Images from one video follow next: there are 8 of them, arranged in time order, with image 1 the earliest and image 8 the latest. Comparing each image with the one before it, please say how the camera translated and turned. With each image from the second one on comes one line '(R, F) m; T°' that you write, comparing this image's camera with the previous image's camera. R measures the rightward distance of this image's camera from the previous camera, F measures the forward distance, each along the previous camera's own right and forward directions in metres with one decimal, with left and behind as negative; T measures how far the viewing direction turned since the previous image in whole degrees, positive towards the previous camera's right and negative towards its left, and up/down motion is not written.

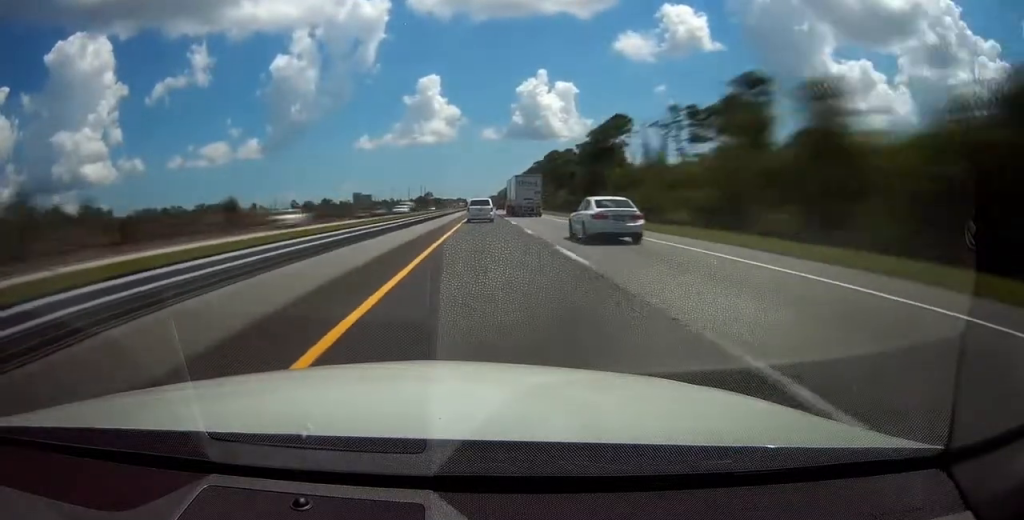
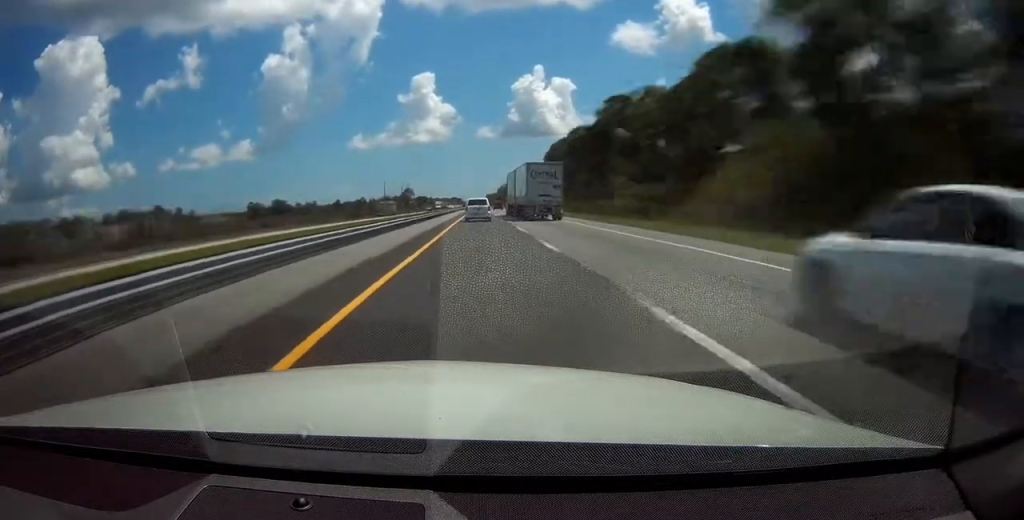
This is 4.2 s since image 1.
(-0.1, +147.7) m; 0°
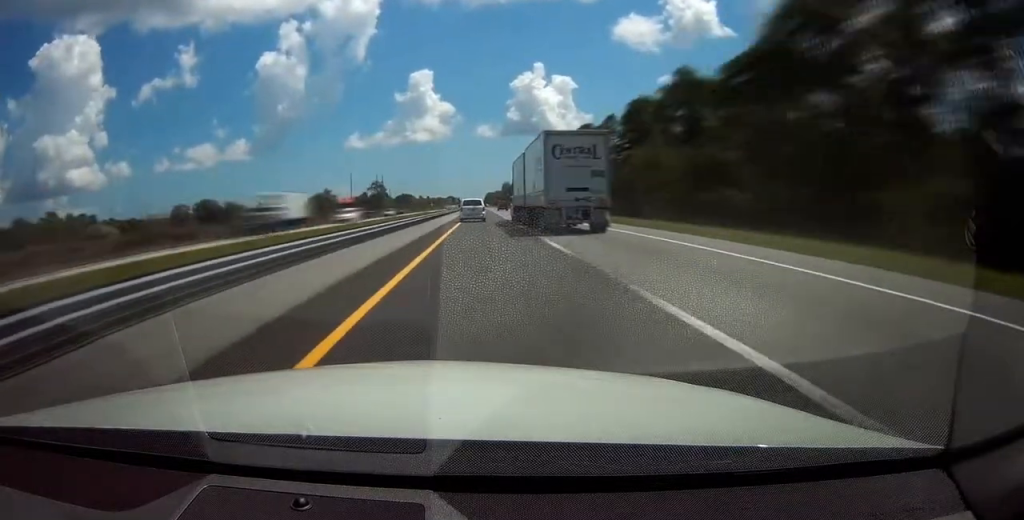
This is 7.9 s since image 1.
(-0.1, +128.6) m; 0°
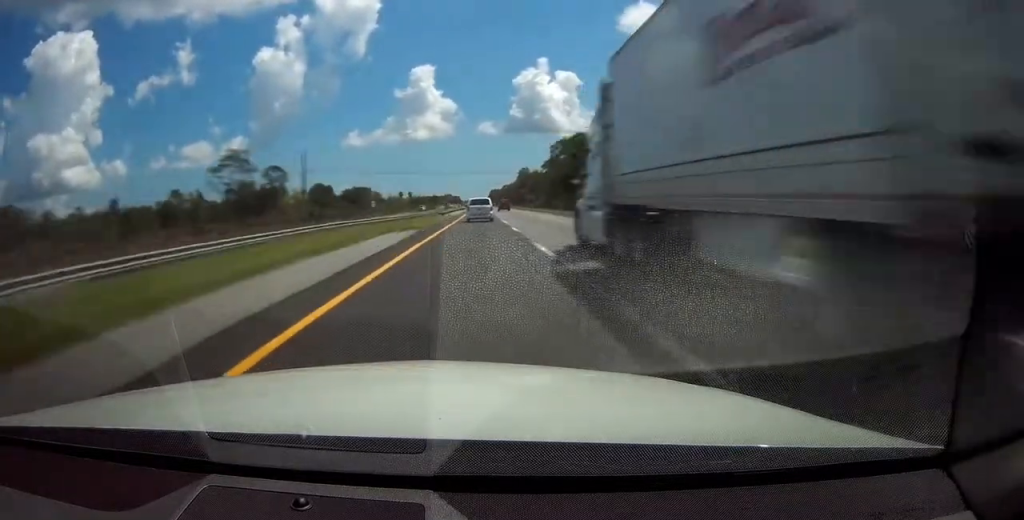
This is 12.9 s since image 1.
(+0.3, +173.7) m; 0°
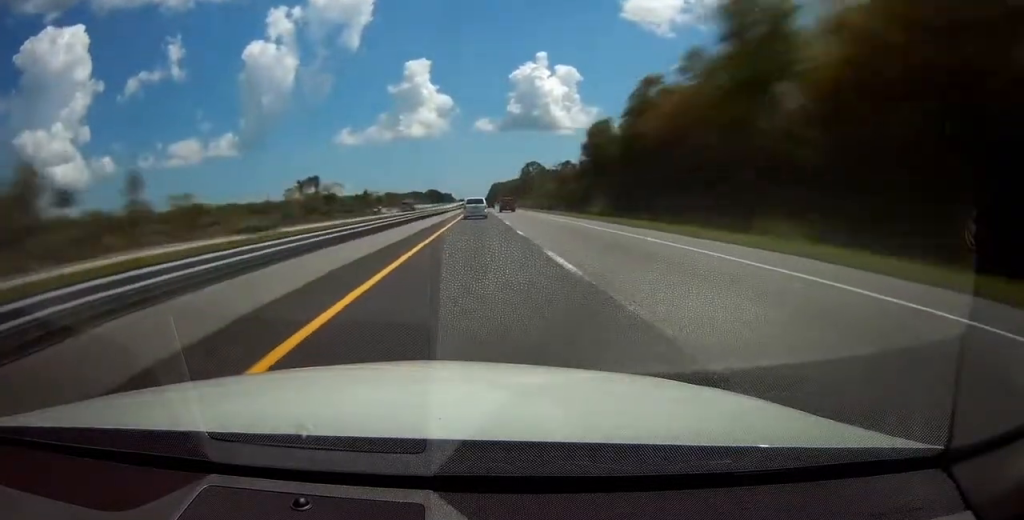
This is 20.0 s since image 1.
(+0.4, +252.2) m; 0°
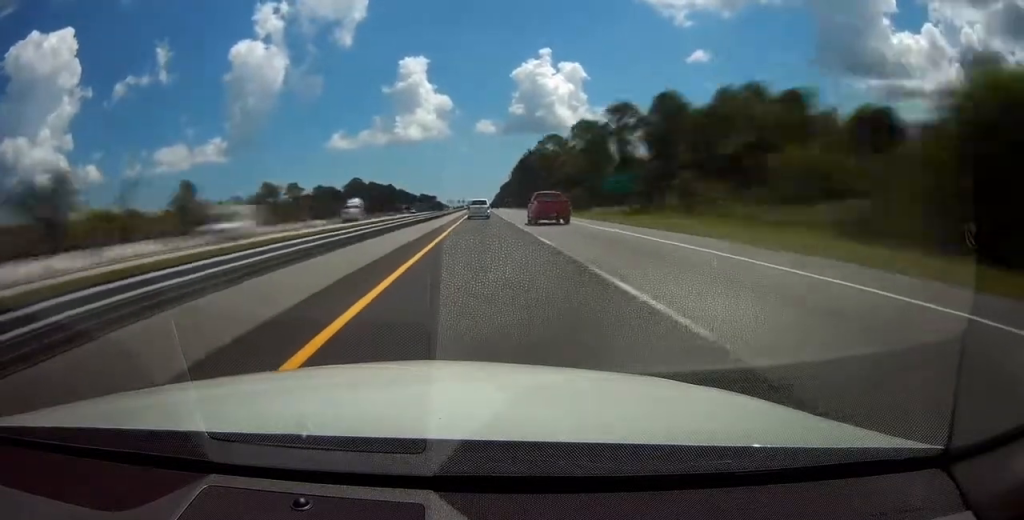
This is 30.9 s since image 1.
(-0.5, +446.0) m; 0°
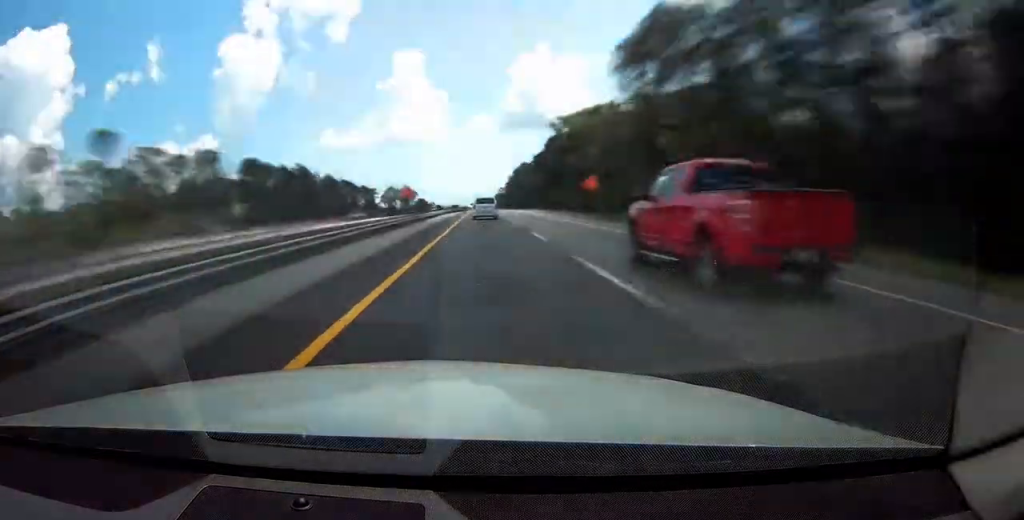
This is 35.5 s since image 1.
(+0.3, +170.6) m; 0°
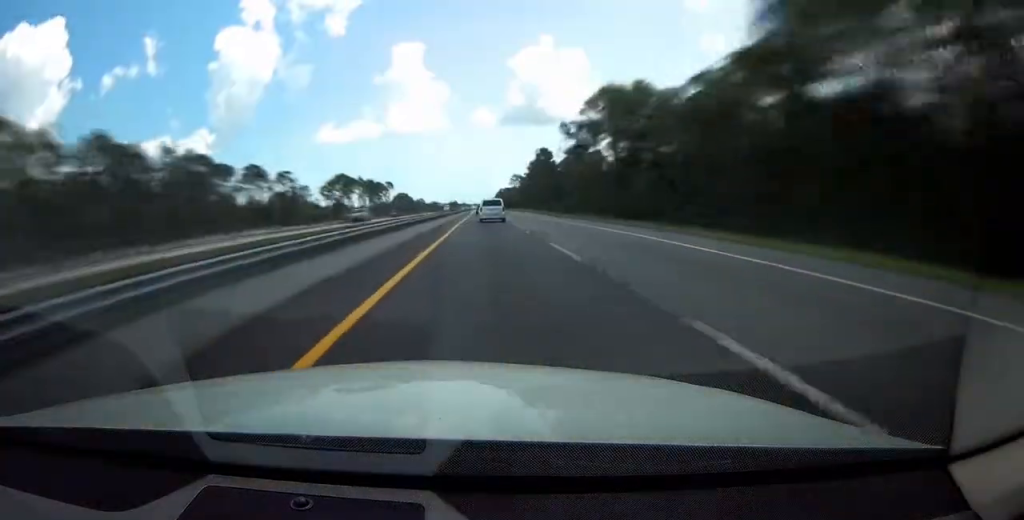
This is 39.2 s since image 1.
(+0.2, +134.5) m; 0°
